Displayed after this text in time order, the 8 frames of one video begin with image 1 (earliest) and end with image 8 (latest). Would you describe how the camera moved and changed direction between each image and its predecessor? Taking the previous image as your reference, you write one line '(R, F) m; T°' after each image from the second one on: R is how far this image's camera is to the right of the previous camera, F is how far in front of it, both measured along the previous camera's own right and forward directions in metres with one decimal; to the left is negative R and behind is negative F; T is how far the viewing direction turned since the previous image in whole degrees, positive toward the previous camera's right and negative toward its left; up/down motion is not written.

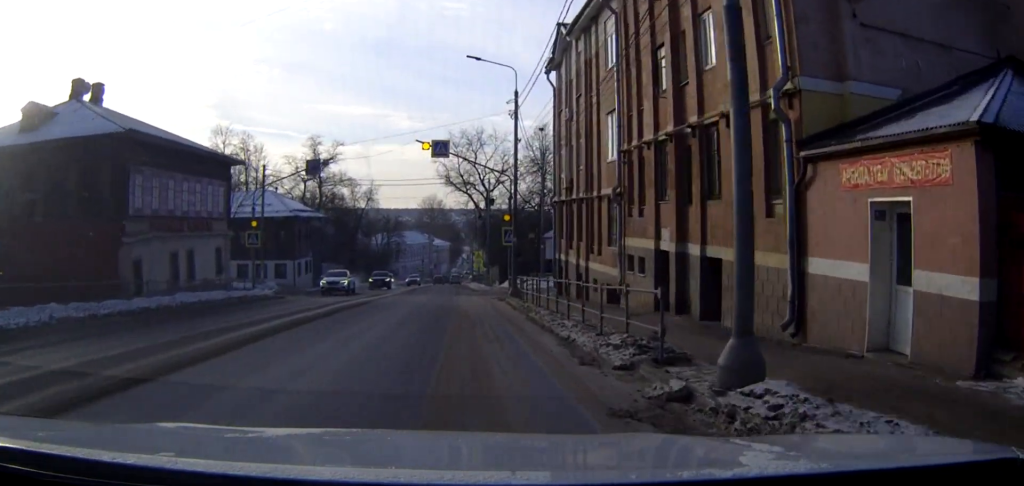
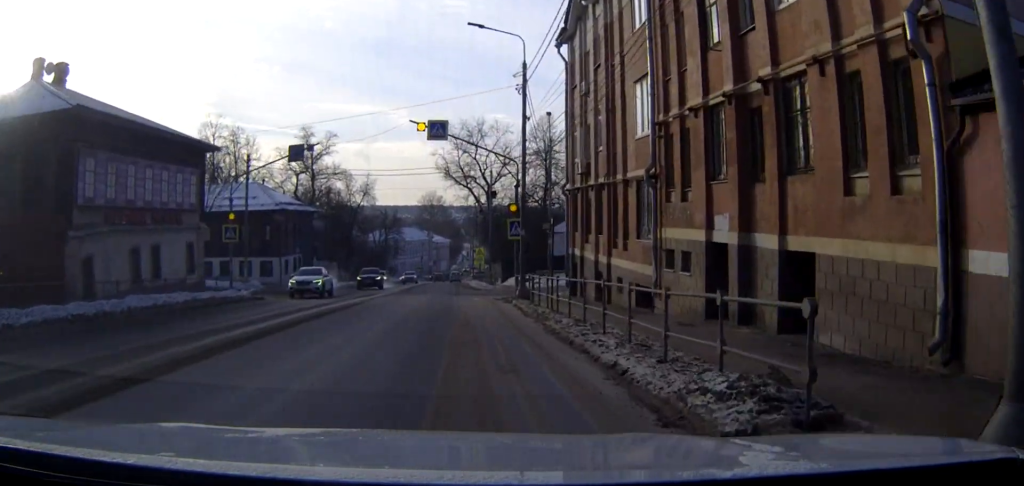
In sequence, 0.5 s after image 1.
(0.0, +4.5) m; 0°
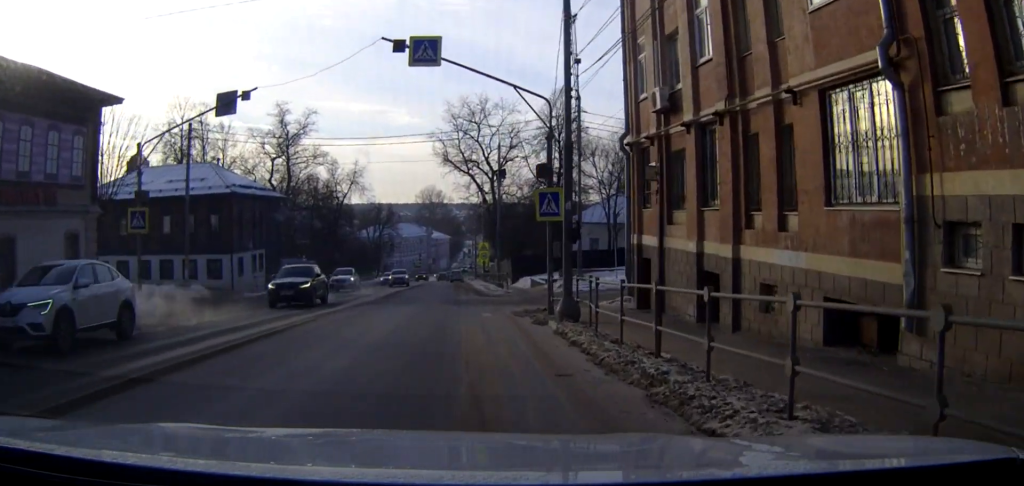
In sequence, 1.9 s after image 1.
(0.0, +12.1) m; 0°
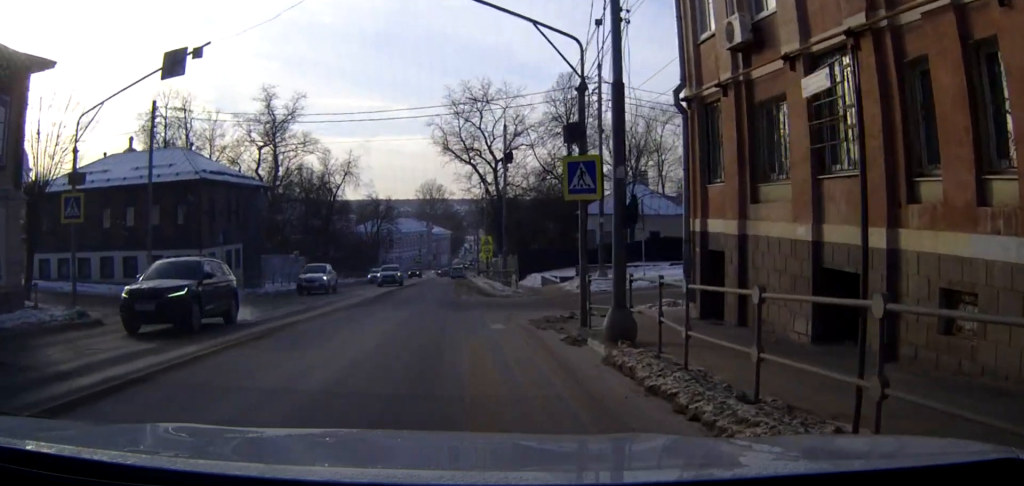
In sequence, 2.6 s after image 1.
(-0.1, +5.6) m; 0°
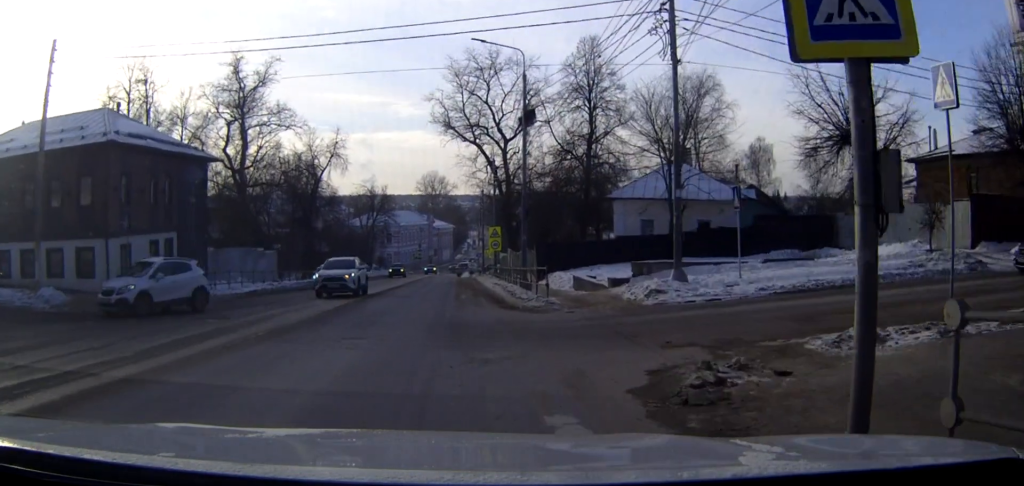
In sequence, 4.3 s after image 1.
(+0.2, +11.6) m; +2°
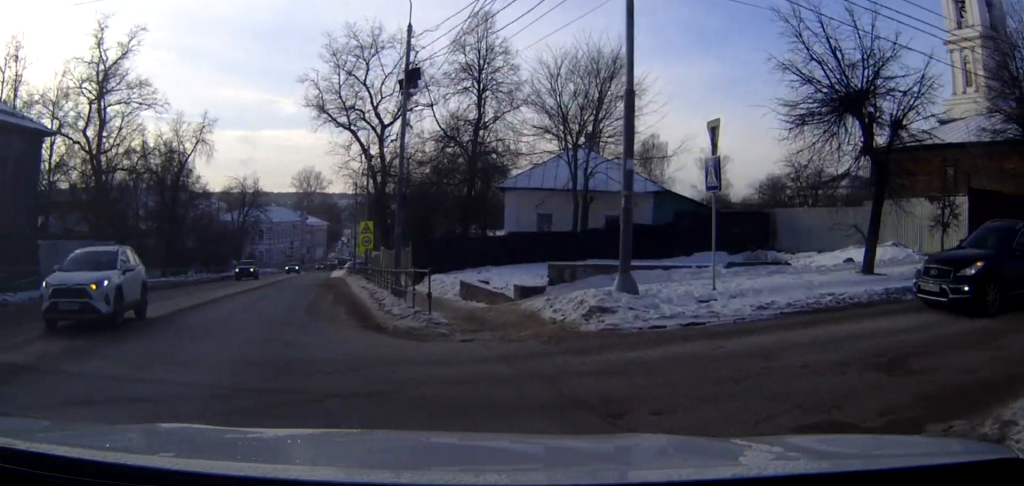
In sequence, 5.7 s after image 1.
(+0.3, +8.3) m; +11°
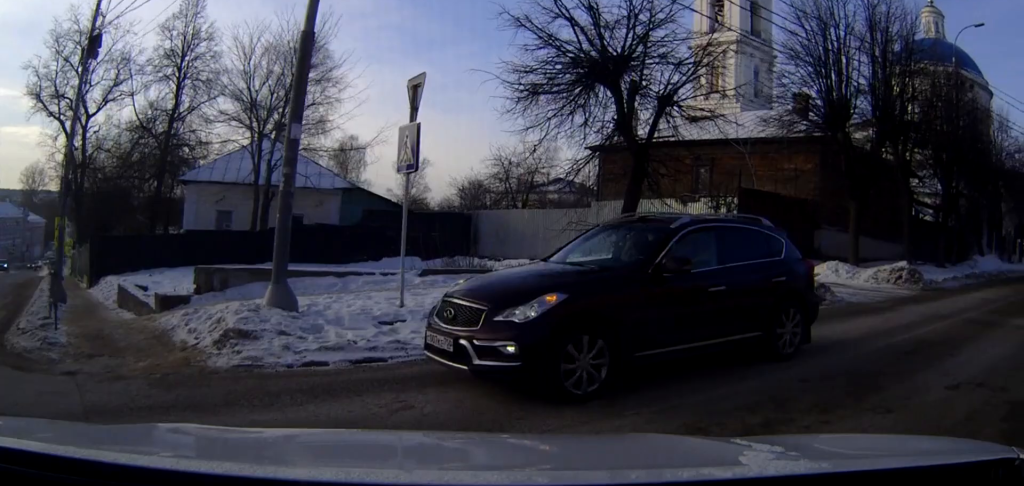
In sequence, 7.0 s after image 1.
(+1.4, +5.3) m; +30°
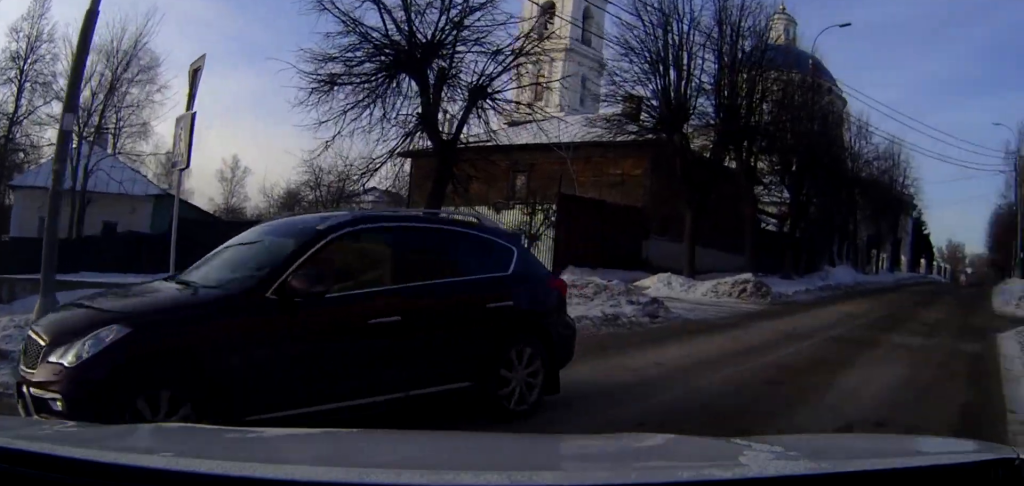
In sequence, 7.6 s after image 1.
(+0.3, +2.0) m; +17°
